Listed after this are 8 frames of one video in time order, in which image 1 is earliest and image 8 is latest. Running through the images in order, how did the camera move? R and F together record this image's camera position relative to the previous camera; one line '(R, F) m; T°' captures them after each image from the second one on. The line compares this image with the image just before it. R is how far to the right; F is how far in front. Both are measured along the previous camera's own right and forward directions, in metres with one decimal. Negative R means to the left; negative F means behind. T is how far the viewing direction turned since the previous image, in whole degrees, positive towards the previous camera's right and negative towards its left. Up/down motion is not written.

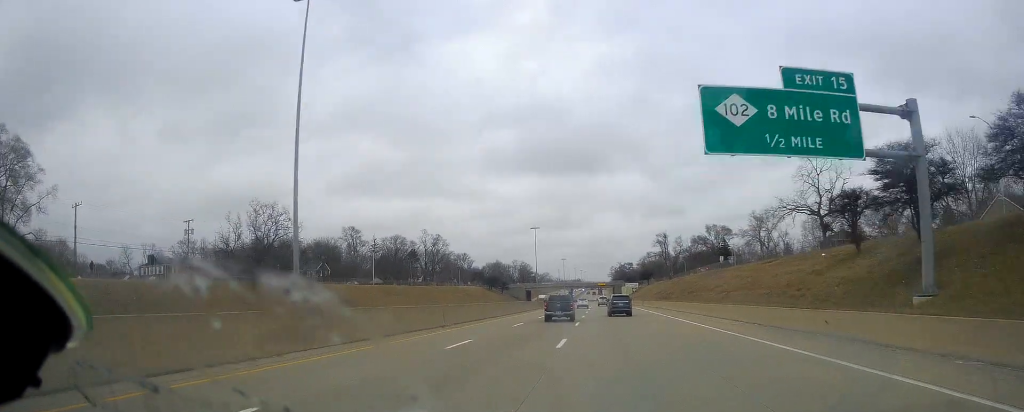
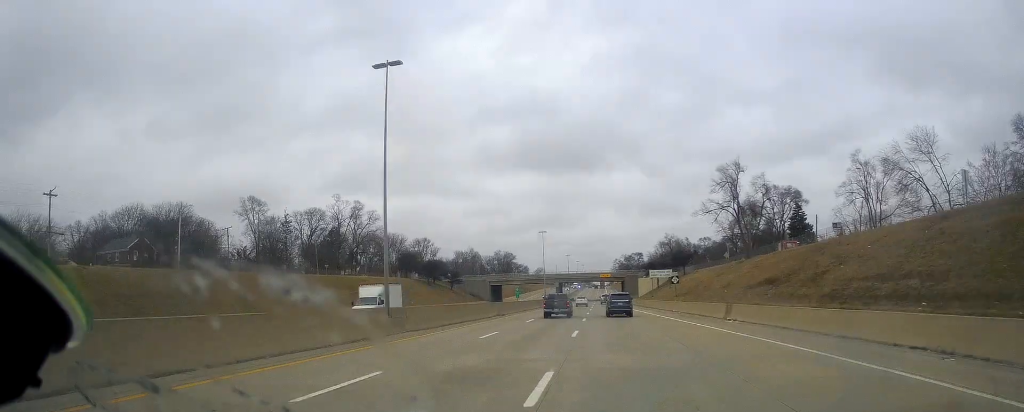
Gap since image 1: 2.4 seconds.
(+0.1, +72.7) m; 0°
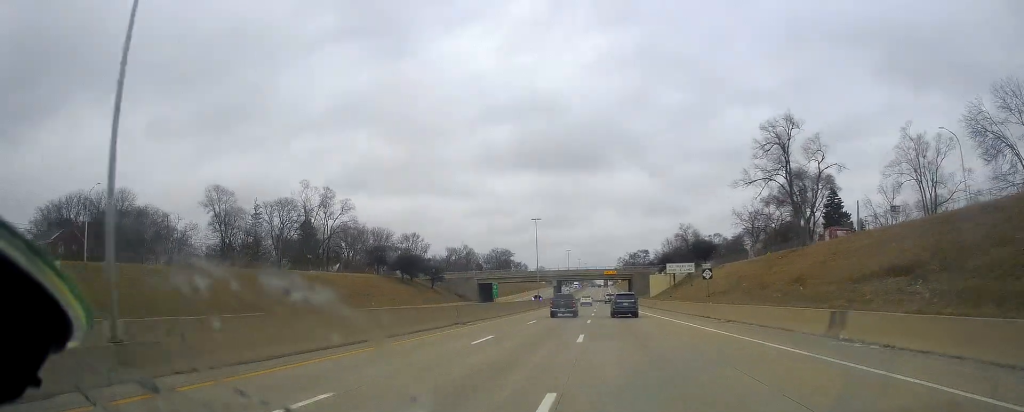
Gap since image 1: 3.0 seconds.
(-0.4, +18.3) m; 0°
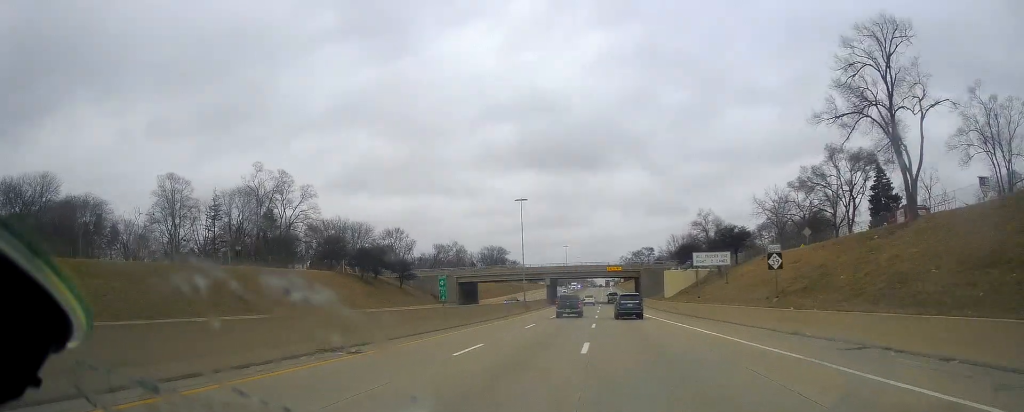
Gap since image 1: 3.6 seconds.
(-0.2, +19.4) m; 0°
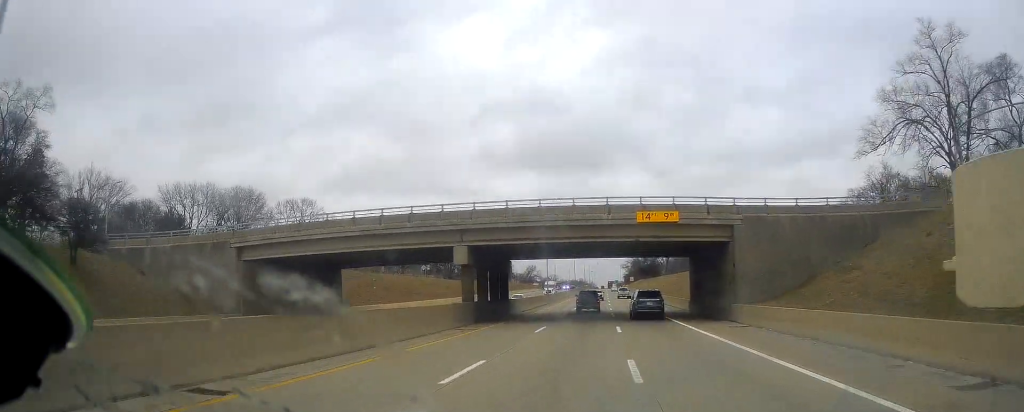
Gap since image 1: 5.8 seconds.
(+0.4, +67.7) m; +1°
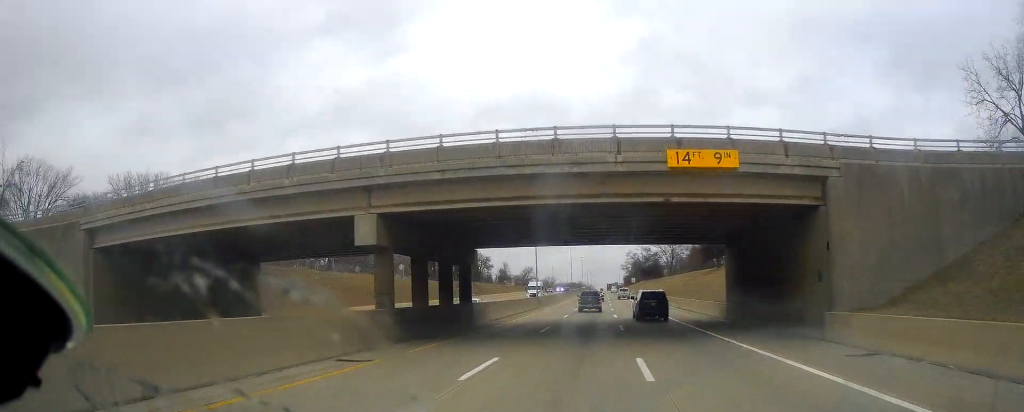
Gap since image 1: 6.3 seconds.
(+0.5, +14.8) m; 0°
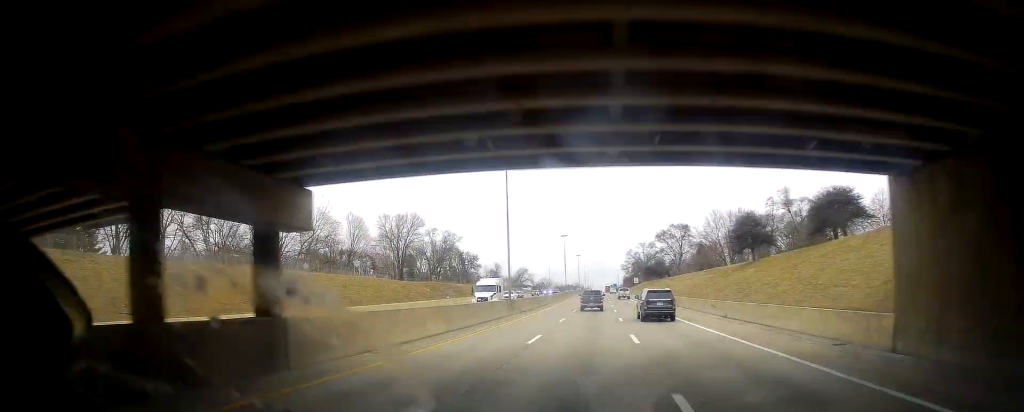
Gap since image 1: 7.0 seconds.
(-0.5, +22.1) m; -1°
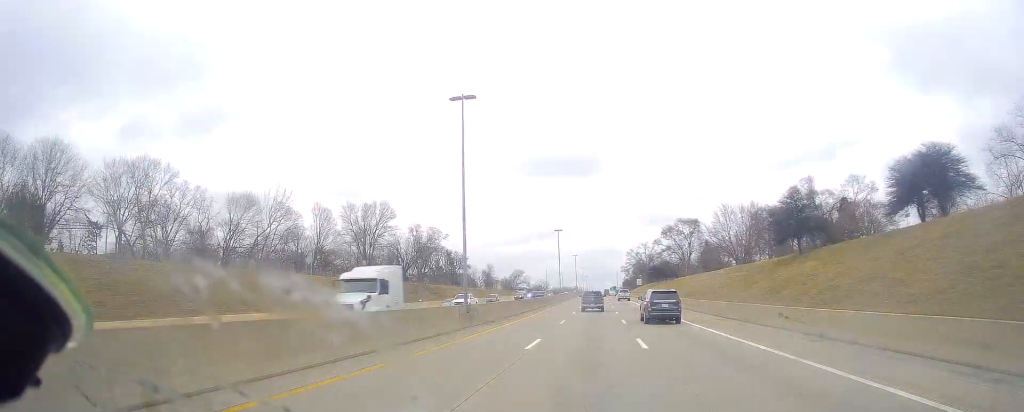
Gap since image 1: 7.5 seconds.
(-0.4, +16.9) m; -1°
